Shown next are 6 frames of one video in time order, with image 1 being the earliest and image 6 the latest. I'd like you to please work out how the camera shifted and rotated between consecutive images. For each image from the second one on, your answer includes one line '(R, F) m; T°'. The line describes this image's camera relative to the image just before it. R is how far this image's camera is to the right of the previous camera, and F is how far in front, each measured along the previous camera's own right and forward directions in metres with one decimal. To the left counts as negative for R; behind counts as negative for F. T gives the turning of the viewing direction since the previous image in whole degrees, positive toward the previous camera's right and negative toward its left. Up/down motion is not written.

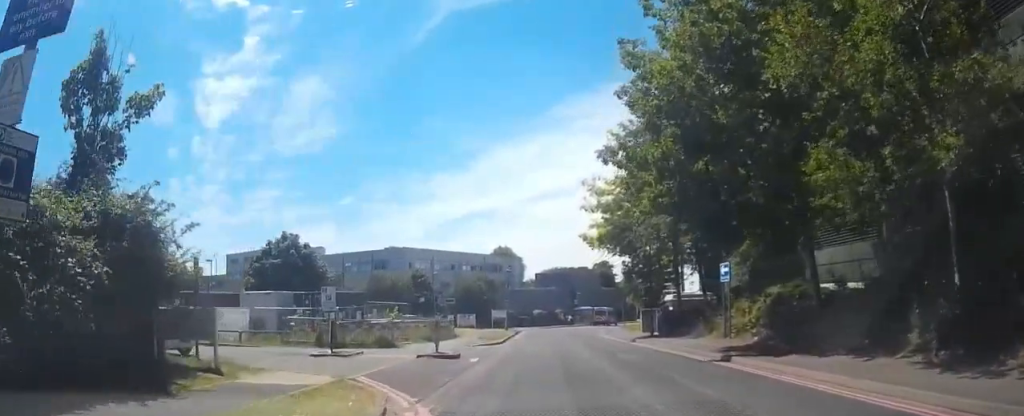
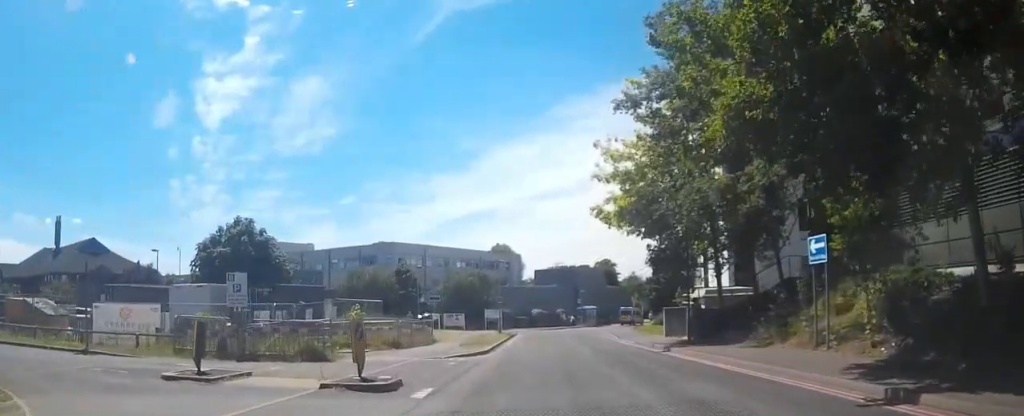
(0.0, +7.7) m; +1°
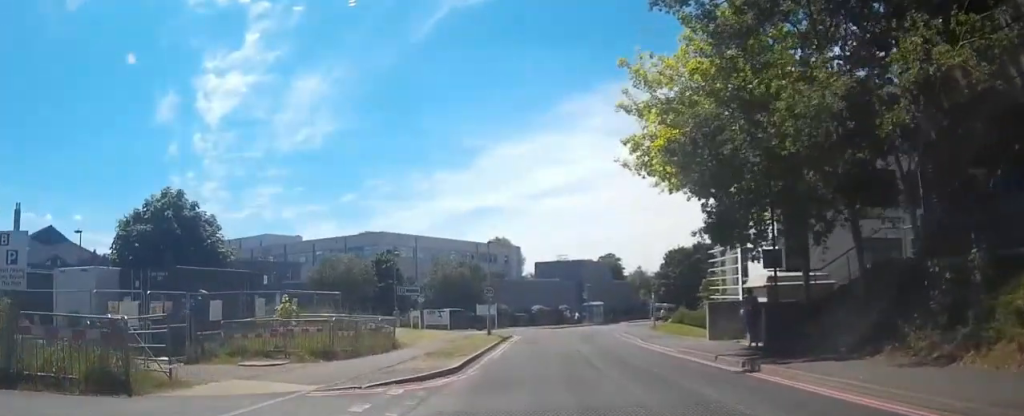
(+0.2, +8.4) m; +5°
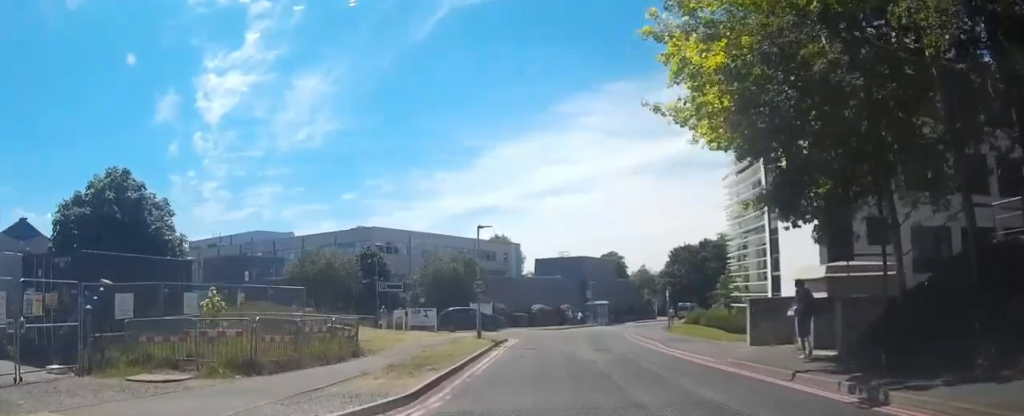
(+0.3, +5.2) m; +2°
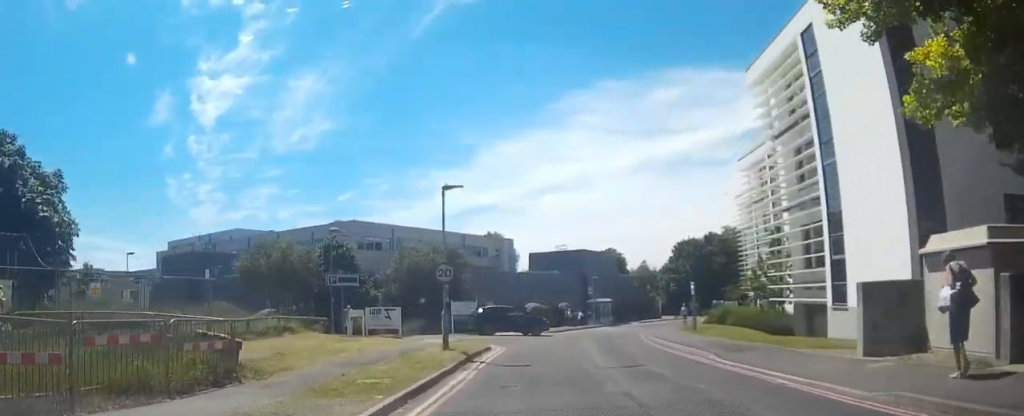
(-0.2, +7.8) m; -2°
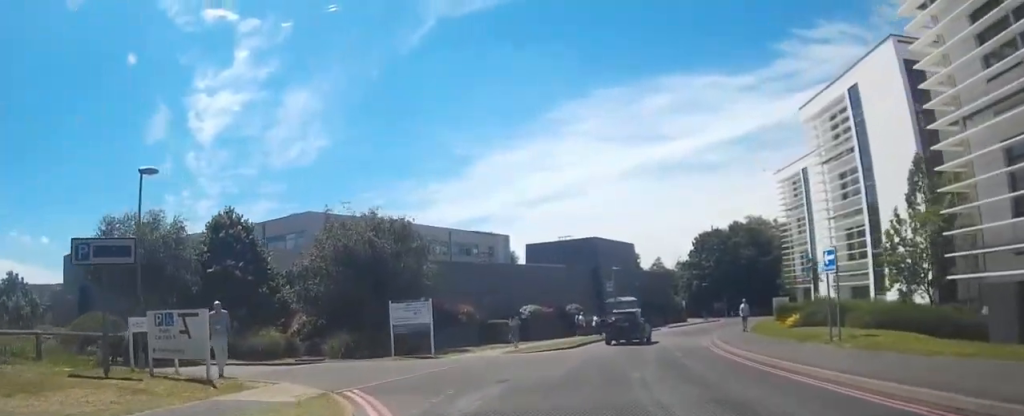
(-0.1, +15.4) m; 0°
